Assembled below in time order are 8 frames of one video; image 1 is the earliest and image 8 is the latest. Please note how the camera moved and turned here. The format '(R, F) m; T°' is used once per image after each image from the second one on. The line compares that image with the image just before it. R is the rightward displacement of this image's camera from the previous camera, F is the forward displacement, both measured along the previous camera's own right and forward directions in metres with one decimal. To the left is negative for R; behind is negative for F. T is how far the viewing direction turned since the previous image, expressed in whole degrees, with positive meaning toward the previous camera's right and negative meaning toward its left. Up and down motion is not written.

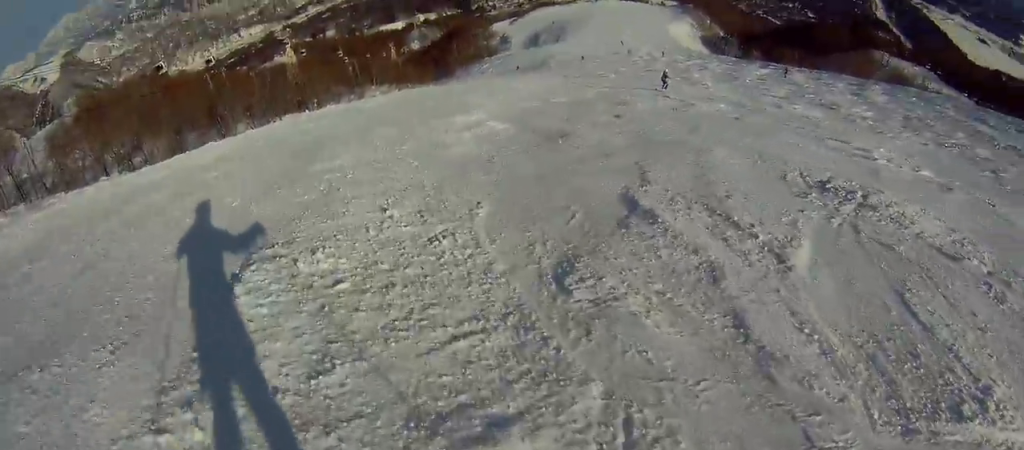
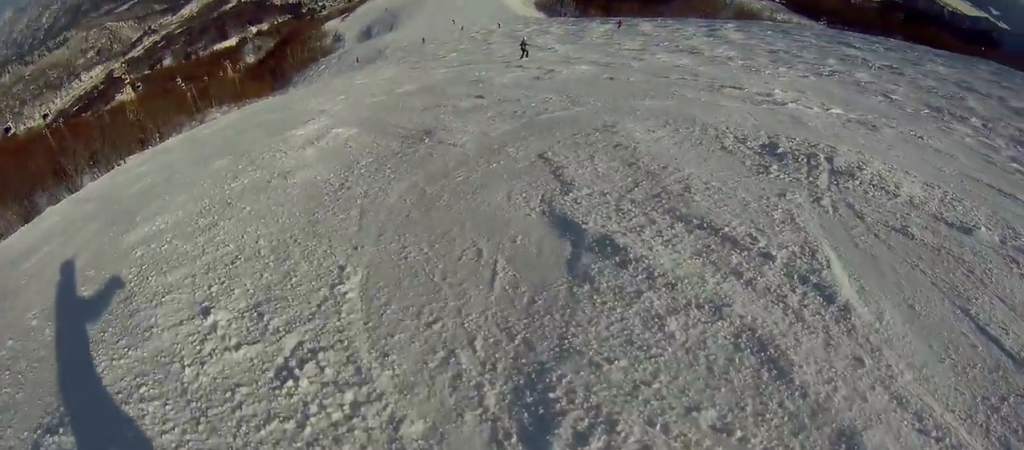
(0.0, +1.0) m; +1°
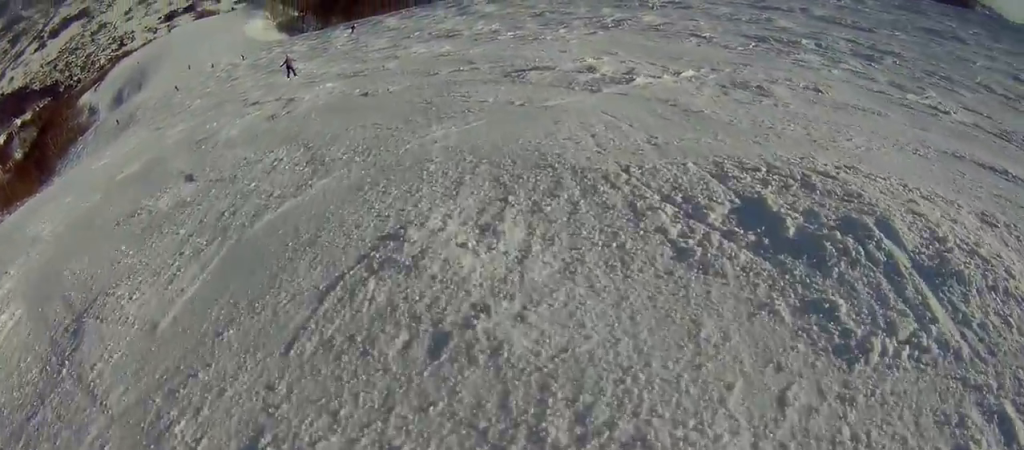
(0.0, +2.4) m; +23°
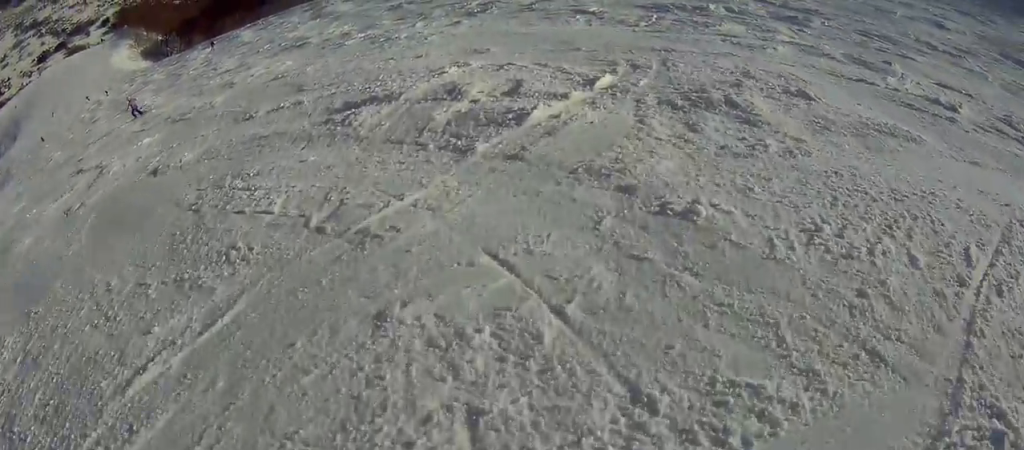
(+0.3, +1.7) m; +26°
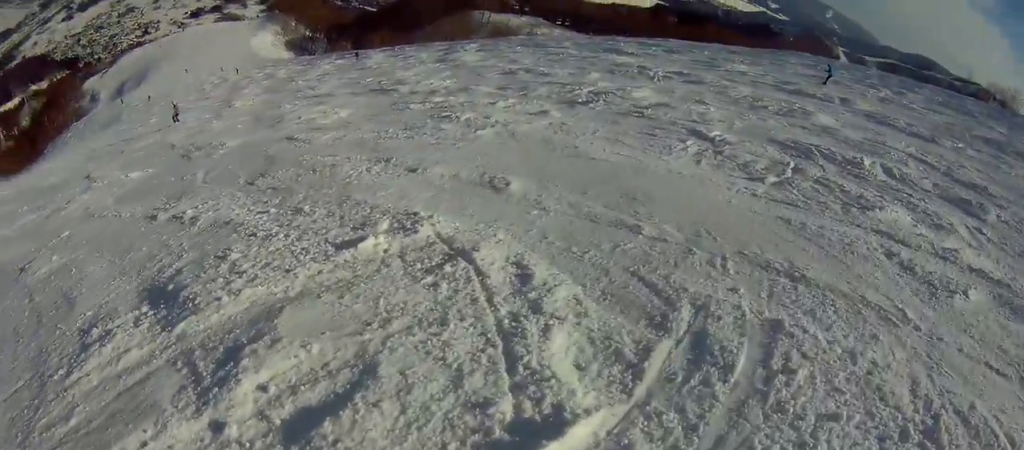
(+1.2, +3.1) m; +2°
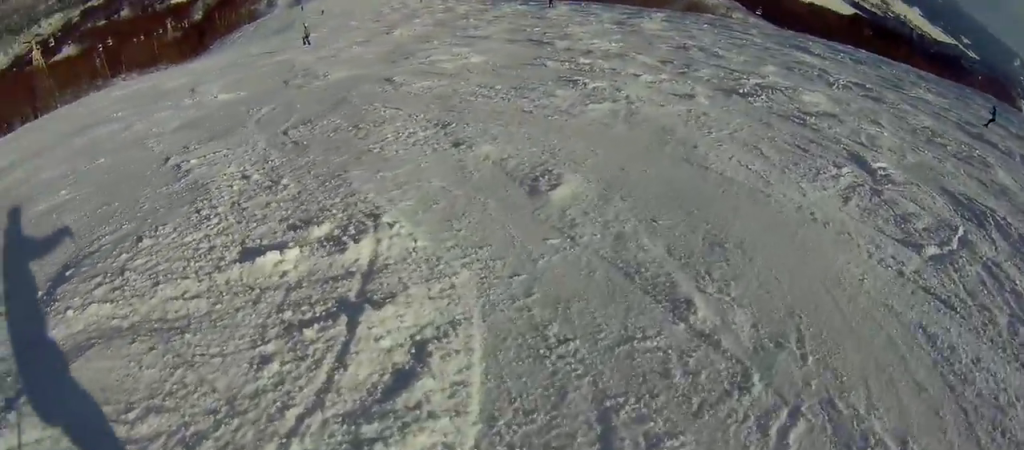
(+0.1, +1.7) m; -18°
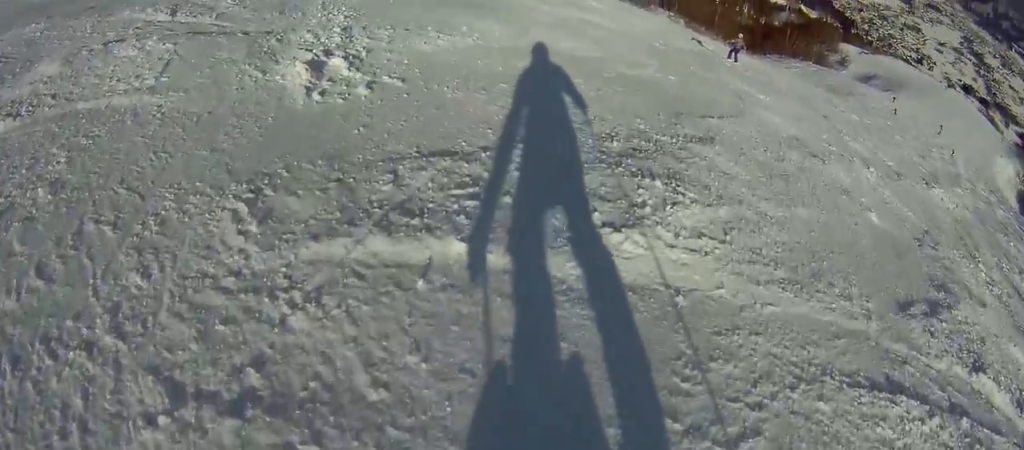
(-4.7, +7.2) m; -61°
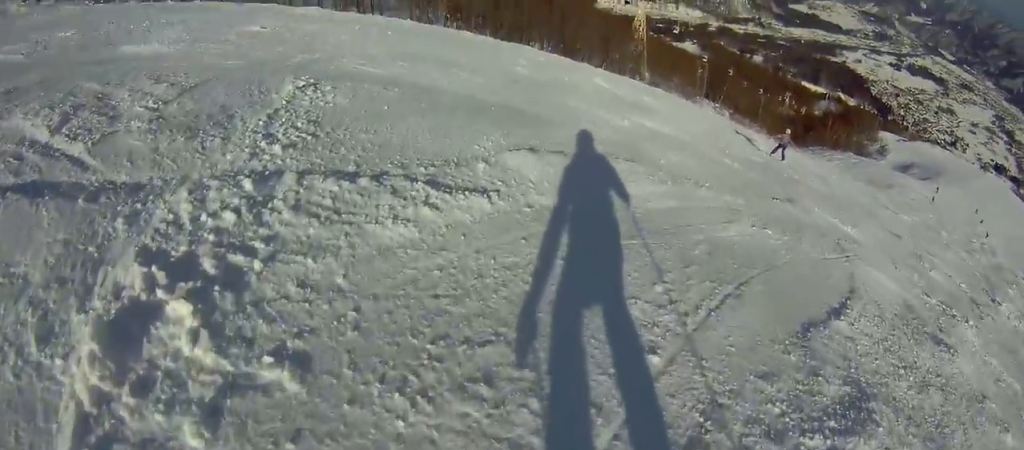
(-0.8, +2.2) m; -6°
